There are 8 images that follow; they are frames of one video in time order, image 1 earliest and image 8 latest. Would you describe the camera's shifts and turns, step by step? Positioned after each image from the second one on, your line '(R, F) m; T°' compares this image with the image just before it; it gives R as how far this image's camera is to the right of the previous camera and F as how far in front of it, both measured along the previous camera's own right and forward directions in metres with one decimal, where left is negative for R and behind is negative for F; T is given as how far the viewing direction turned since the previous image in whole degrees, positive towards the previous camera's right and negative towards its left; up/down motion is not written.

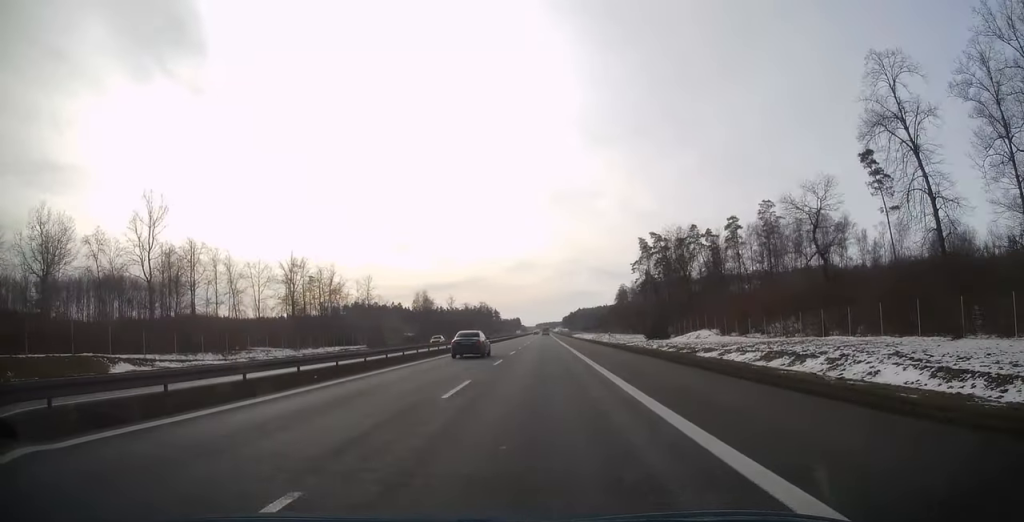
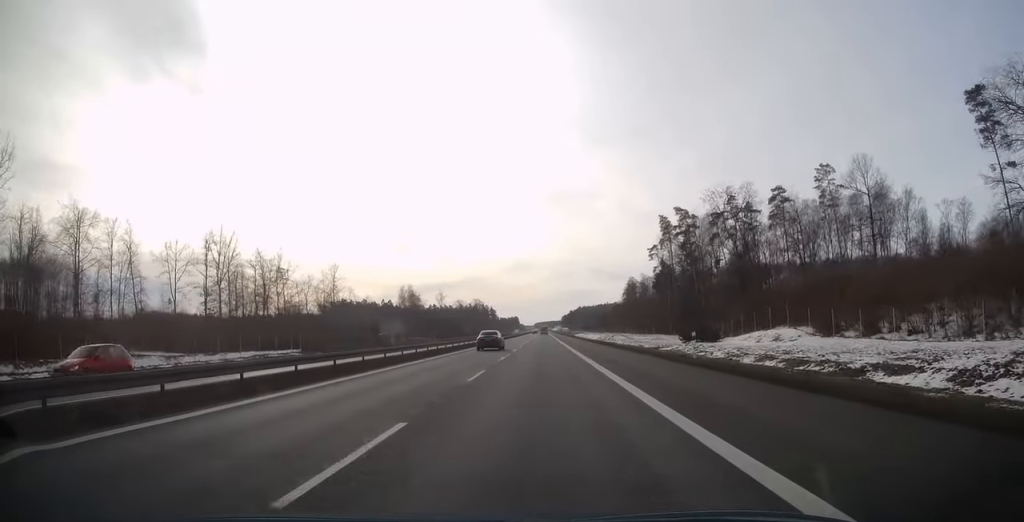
(-0.1, +32.2) m; 0°
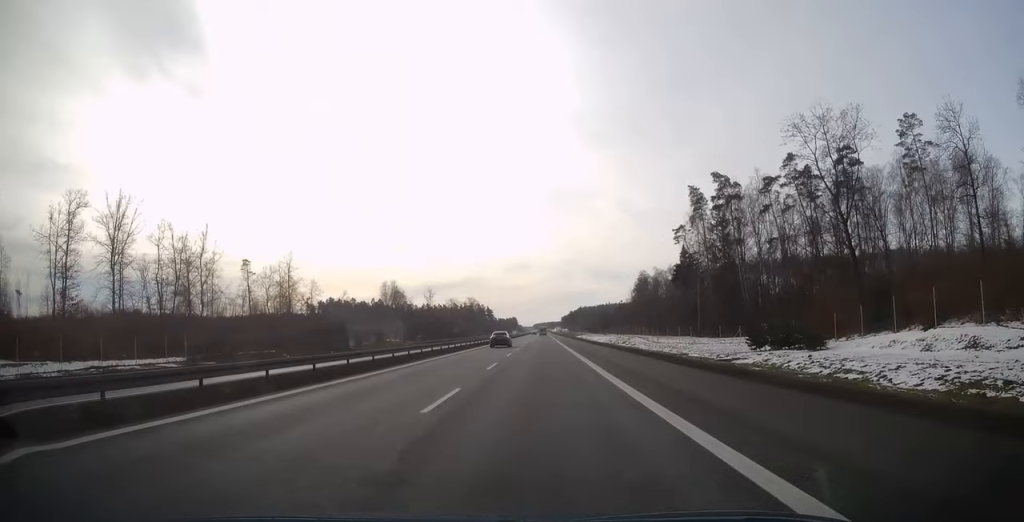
(+0.2, +30.1) m; 0°
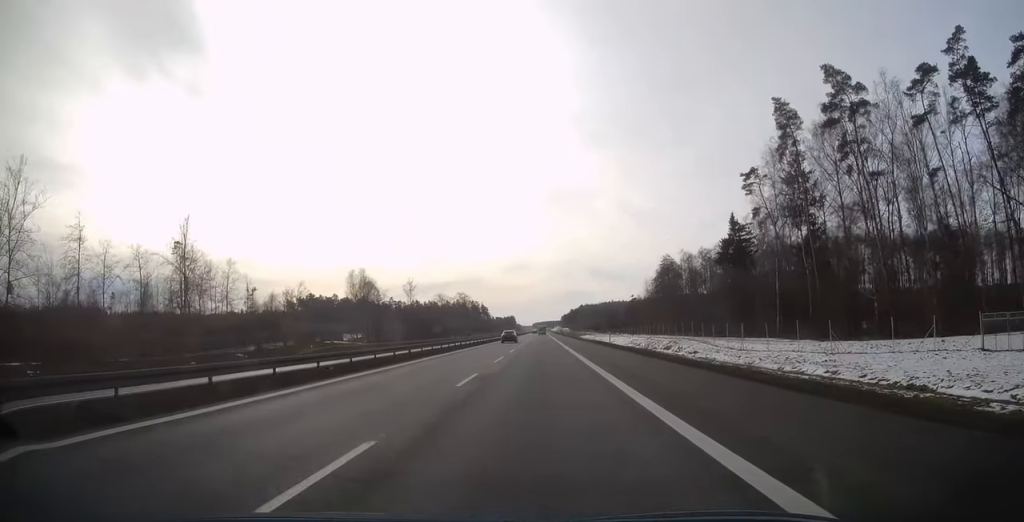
(0.0, +43.3) m; 0°
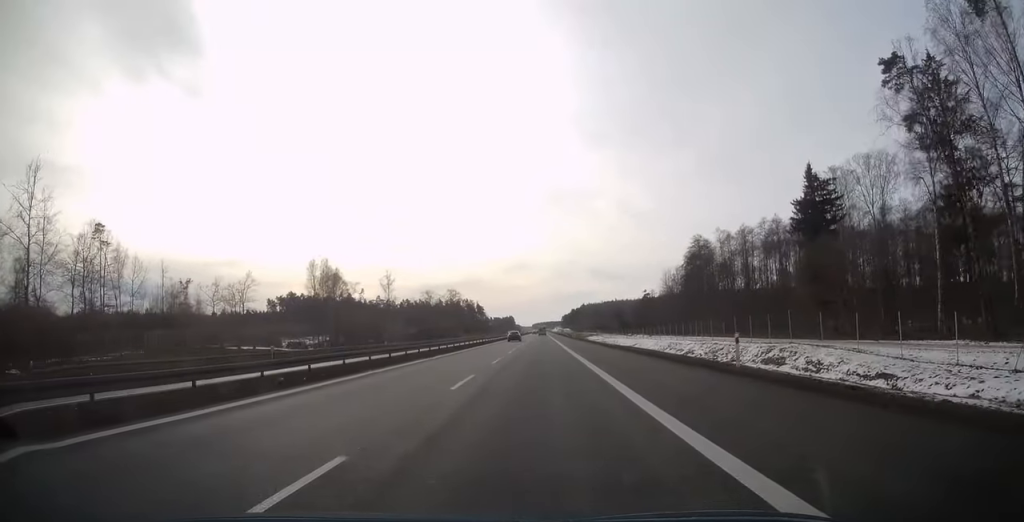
(-0.1, +36.7) m; 0°
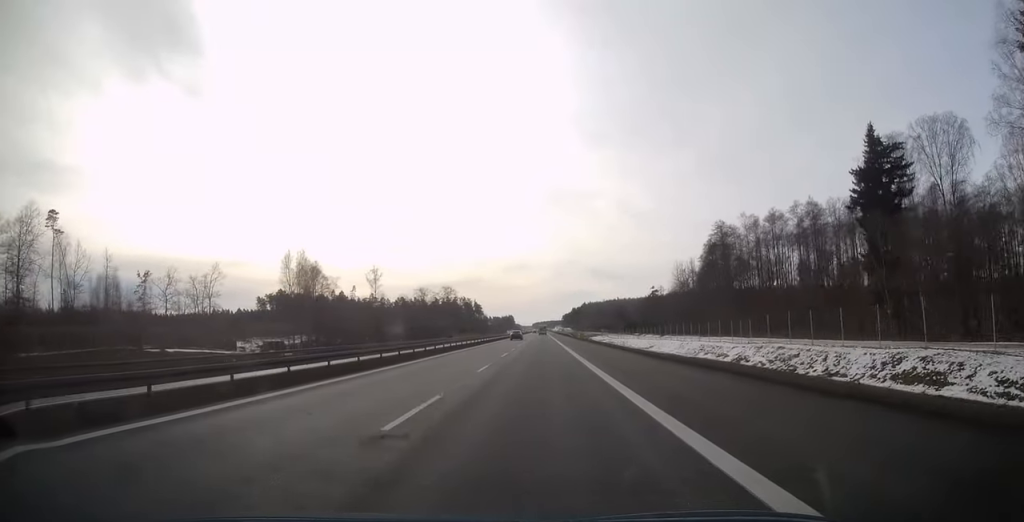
(0.0, +17.9) m; 0°
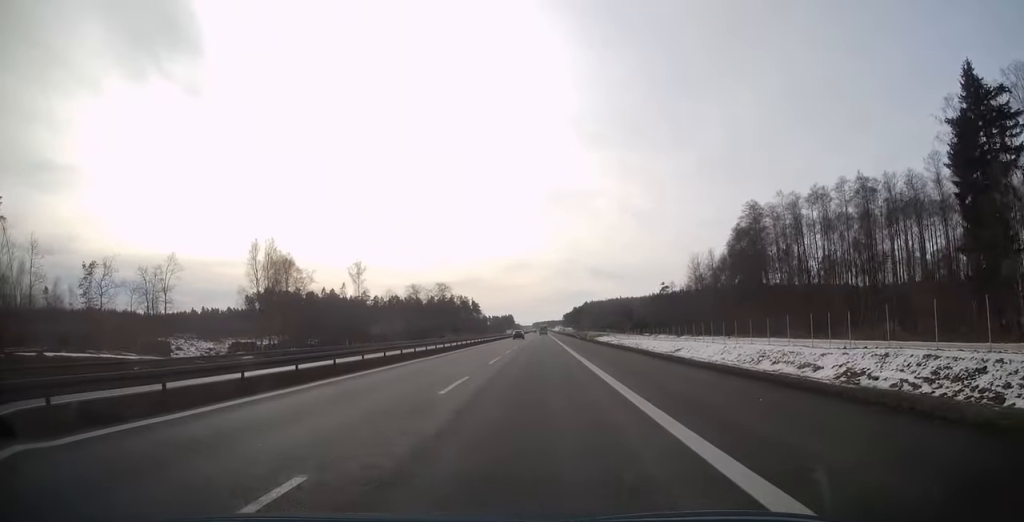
(+0.1, +19.4) m; 0°
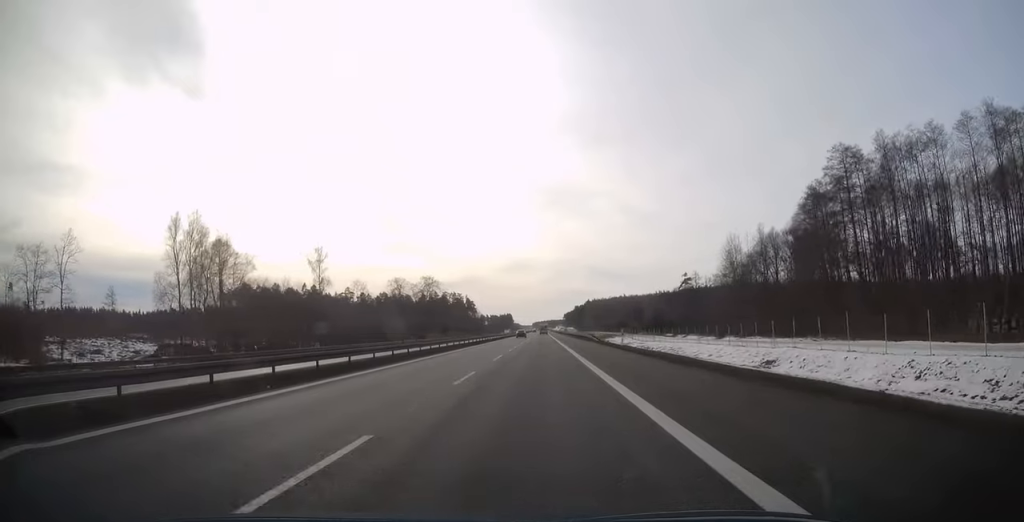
(0.0, +33.6) m; 0°
